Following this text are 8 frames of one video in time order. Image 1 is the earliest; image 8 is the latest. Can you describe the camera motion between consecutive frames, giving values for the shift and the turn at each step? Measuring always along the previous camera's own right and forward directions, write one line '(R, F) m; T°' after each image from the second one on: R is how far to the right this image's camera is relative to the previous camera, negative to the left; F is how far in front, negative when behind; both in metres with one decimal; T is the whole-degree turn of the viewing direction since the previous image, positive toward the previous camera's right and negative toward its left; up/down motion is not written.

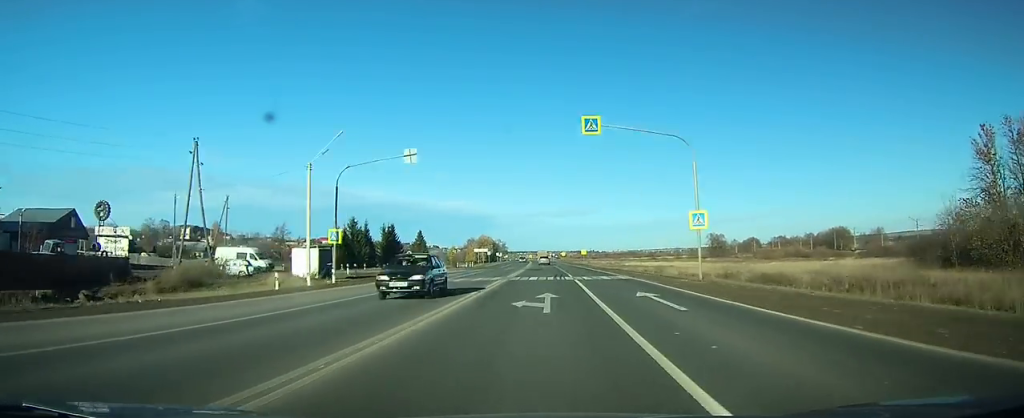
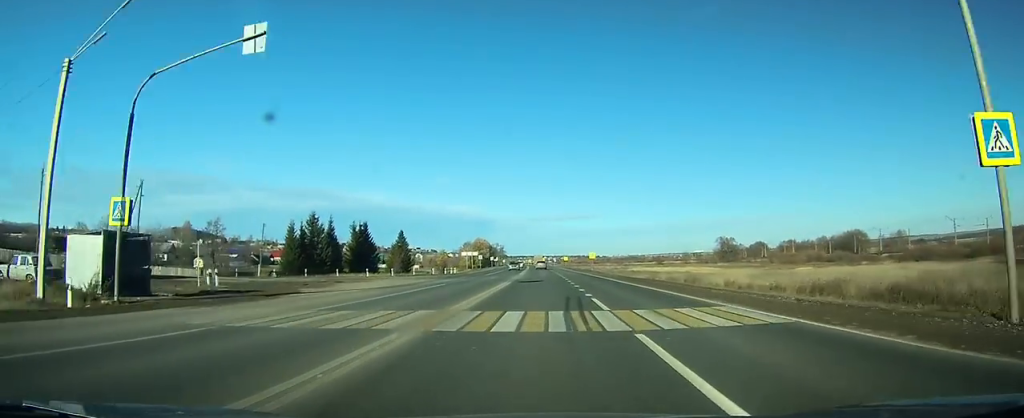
(-0.1, +21.4) m; -1°
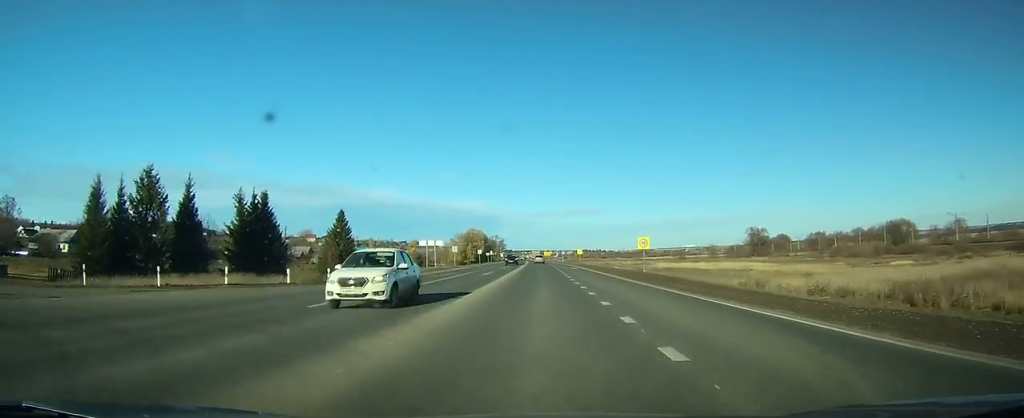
(-0.4, +45.9) m; -1°
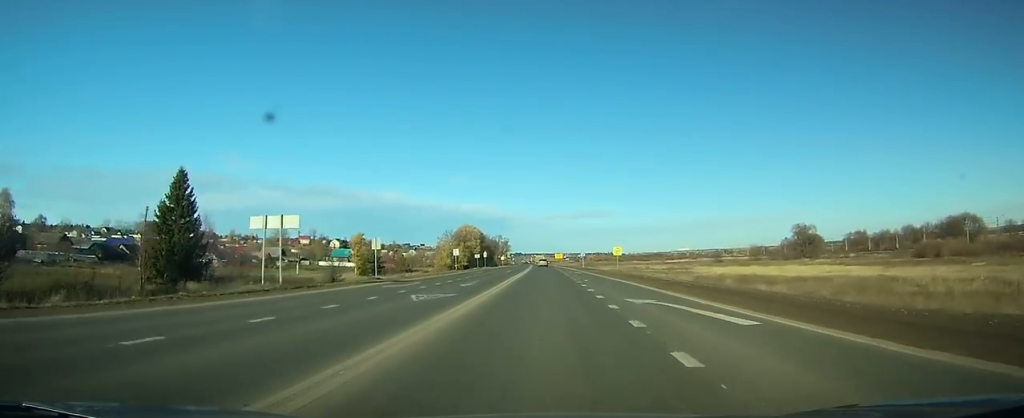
(-0.3, +47.9) m; -1°
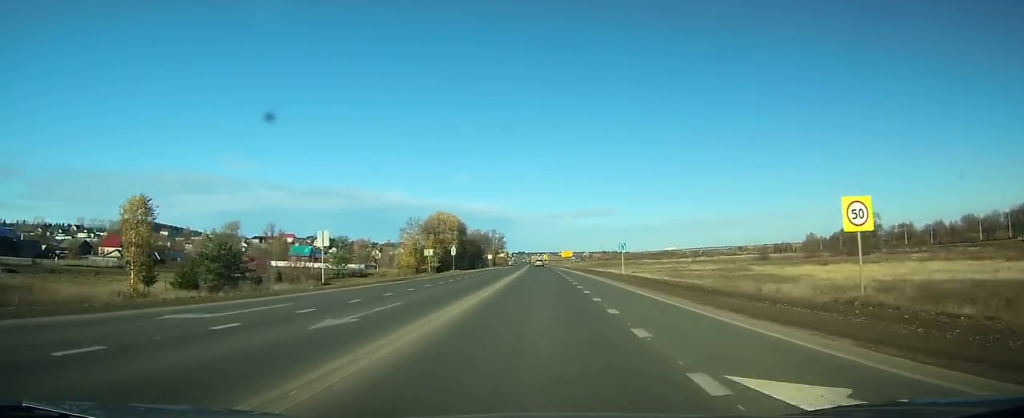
(-0.2, +53.4) m; -1°
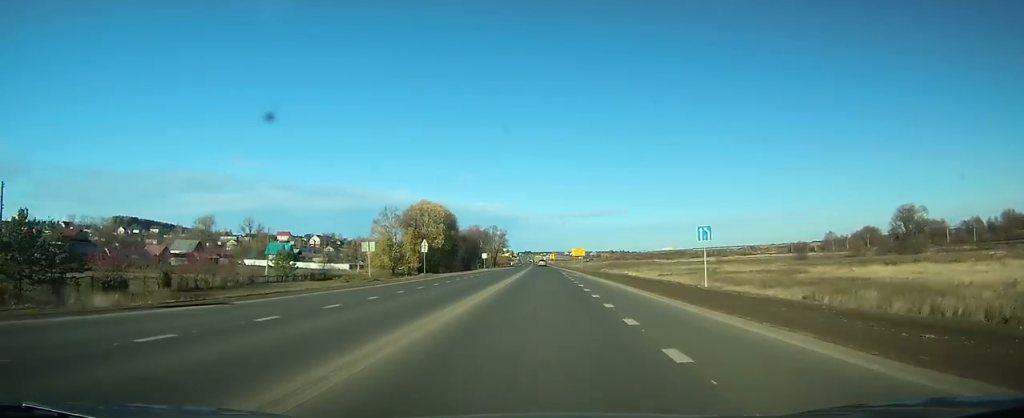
(-0.1, +26.3) m; -1°
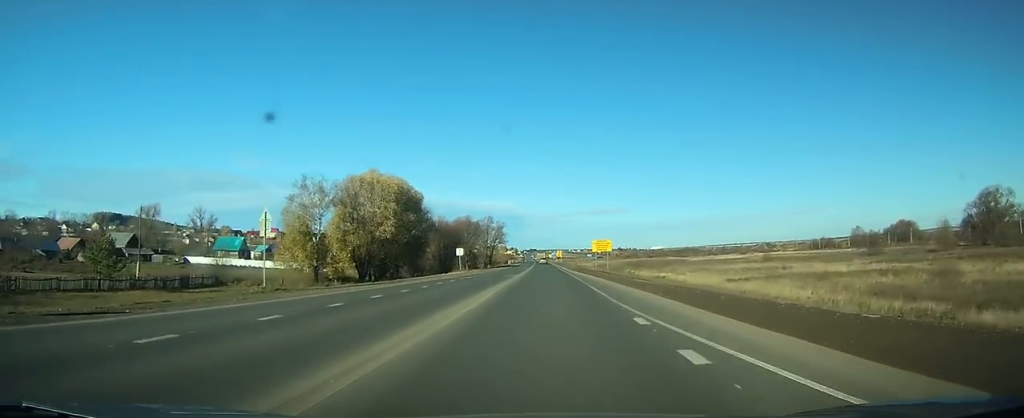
(-0.3, +40.4) m; -1°
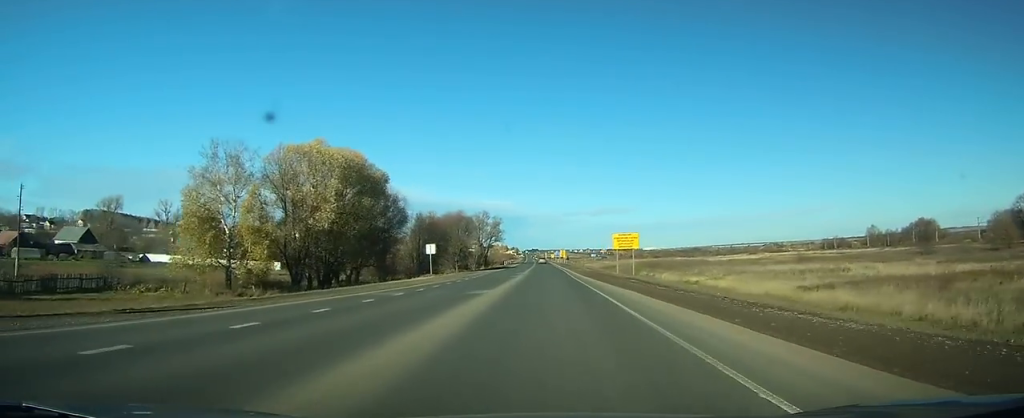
(0.0, +21.2) m; 0°
